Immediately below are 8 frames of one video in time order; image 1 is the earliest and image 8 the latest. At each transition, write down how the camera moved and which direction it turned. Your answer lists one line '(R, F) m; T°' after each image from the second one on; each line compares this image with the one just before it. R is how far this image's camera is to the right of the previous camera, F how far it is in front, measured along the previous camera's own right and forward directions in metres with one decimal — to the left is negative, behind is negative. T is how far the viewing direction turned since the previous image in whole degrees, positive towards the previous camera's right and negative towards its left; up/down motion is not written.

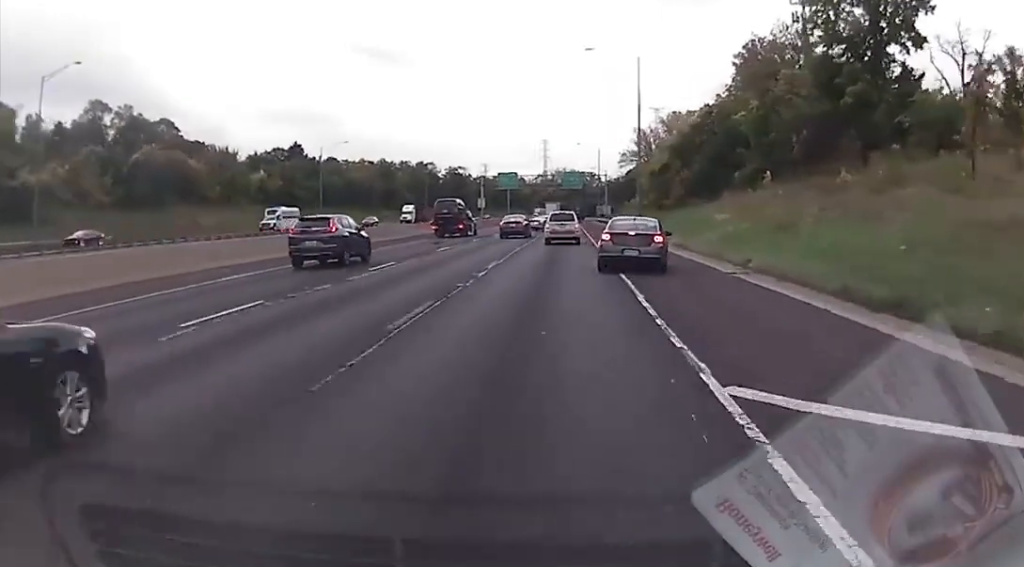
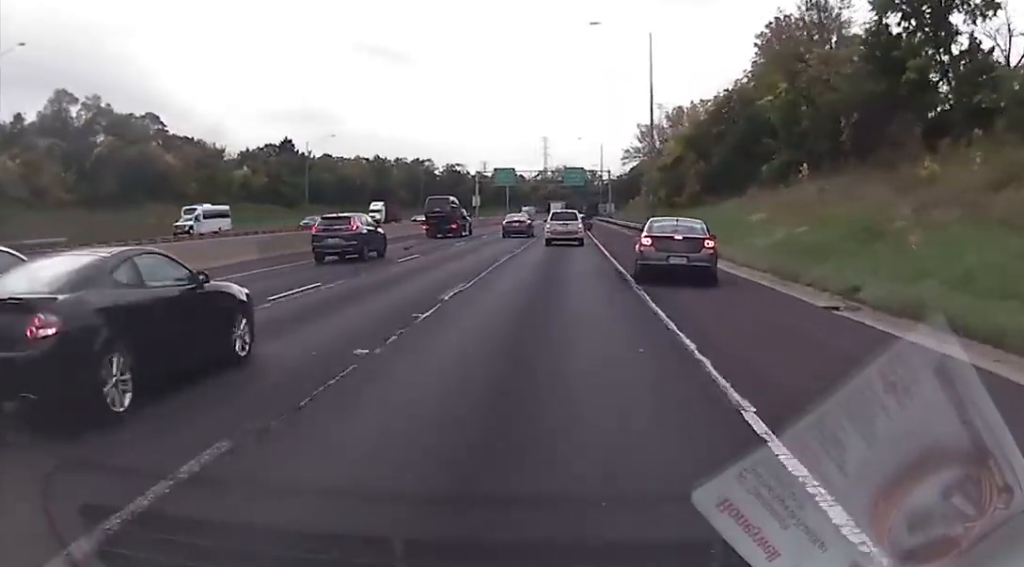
(0.0, +9.0) m; -1°
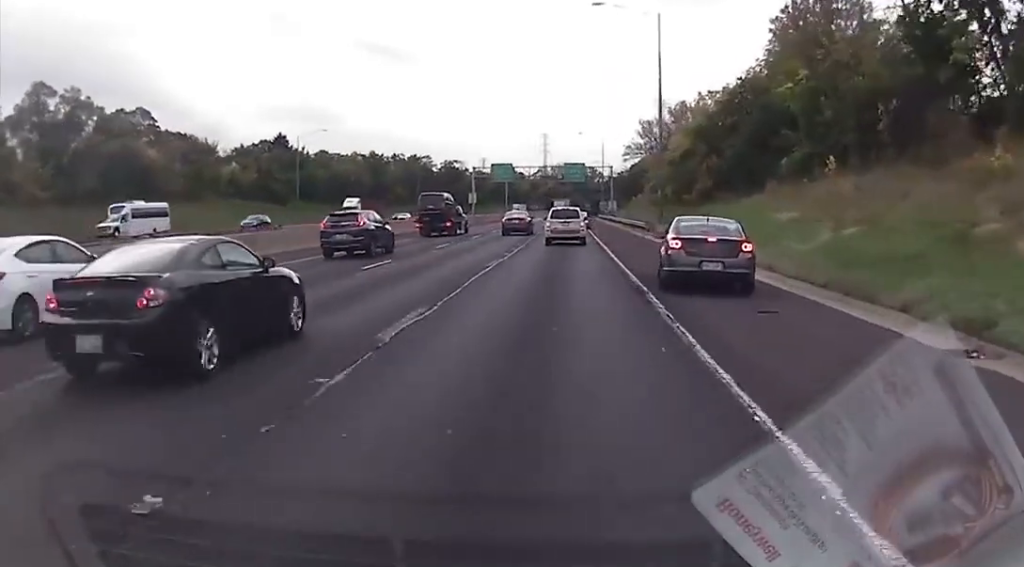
(-0.2, +4.8) m; -1°
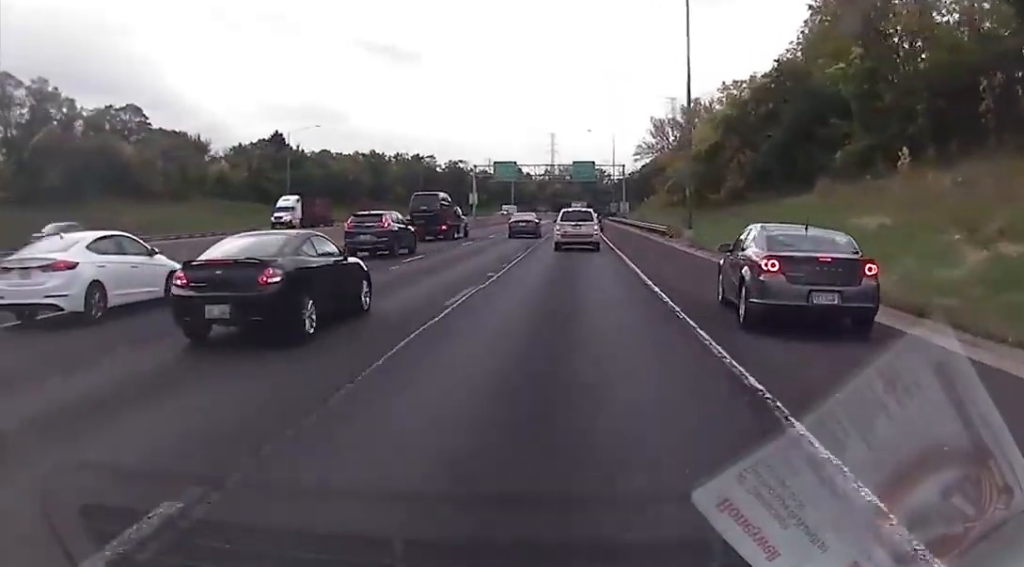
(-0.1, +9.0) m; -1°
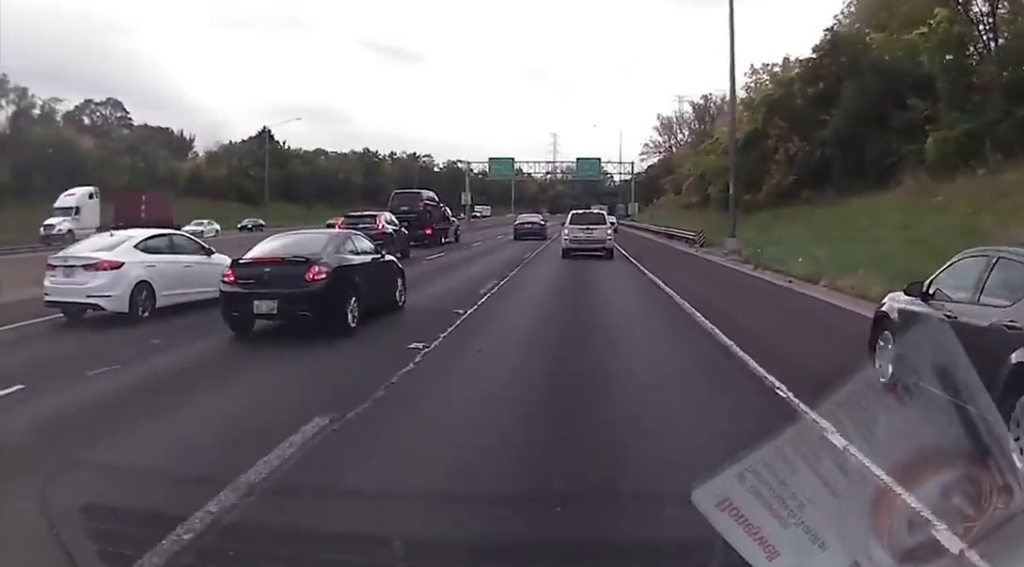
(0.0, +11.1) m; 0°
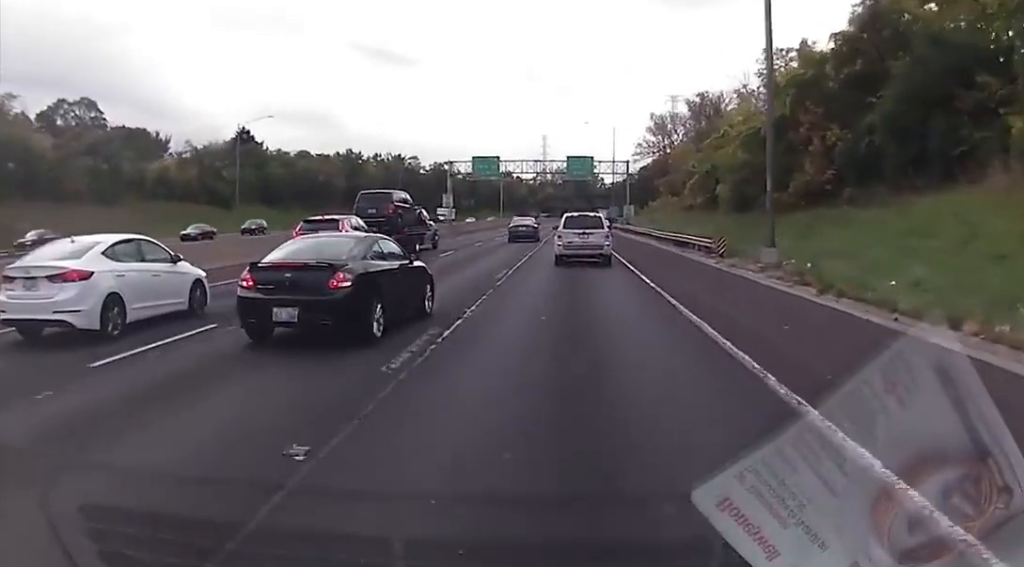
(0.0, +7.6) m; 0°
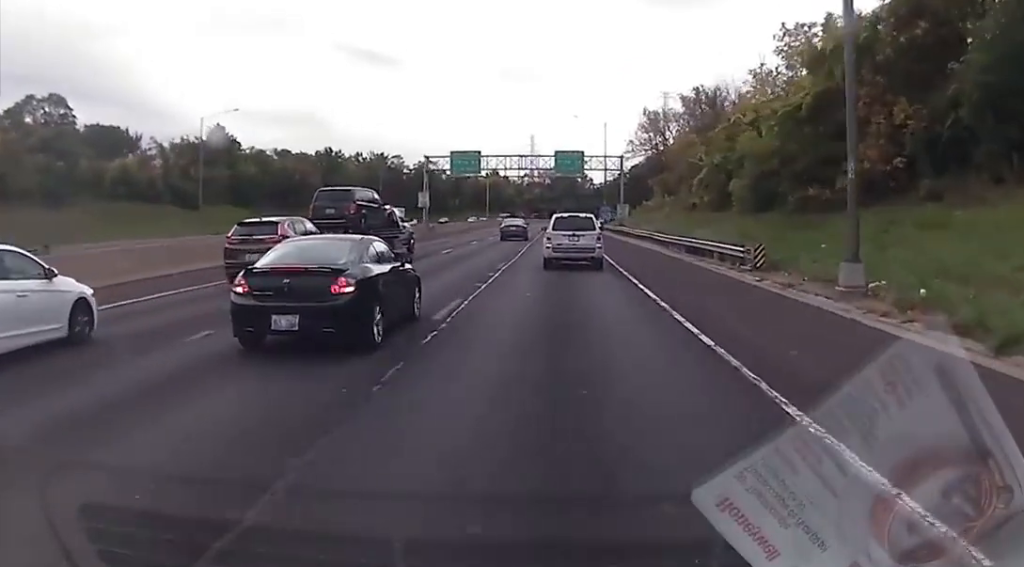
(0.0, +8.7) m; 0°
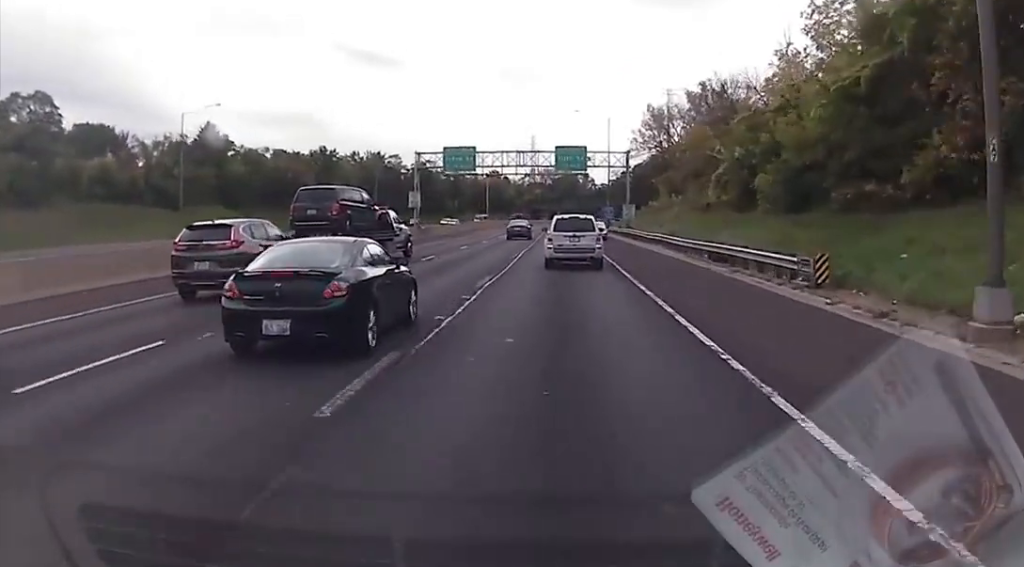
(0.0, +6.0) m; -2°
